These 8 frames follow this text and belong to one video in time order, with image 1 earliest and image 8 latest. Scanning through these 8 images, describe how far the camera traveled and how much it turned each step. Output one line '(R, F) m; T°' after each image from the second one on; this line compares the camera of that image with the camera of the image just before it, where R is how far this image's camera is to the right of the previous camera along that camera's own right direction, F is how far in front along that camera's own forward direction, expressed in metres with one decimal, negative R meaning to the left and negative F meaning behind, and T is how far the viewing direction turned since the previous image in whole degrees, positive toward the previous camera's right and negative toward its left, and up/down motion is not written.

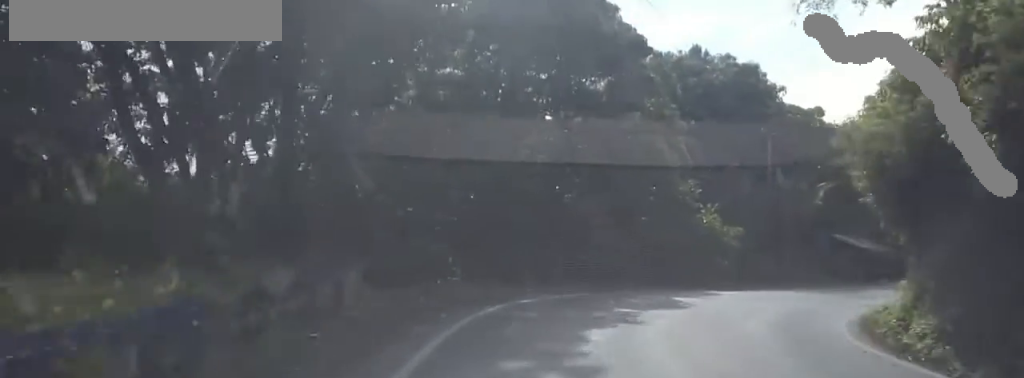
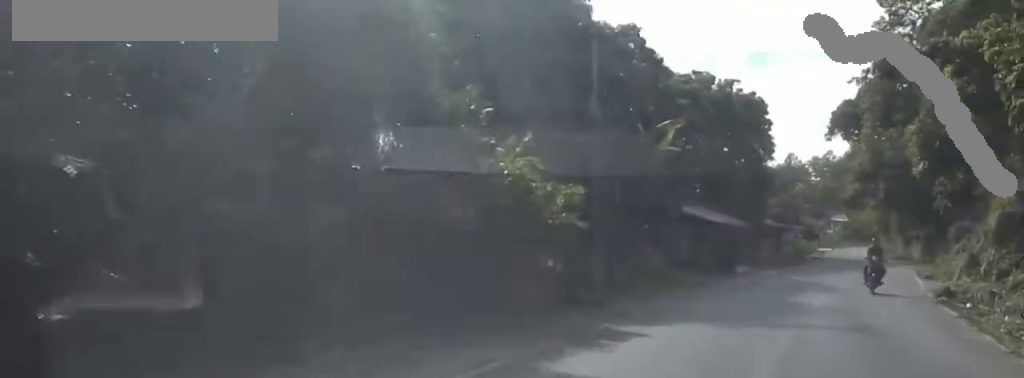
(+2.4, +19.0) m; +15°
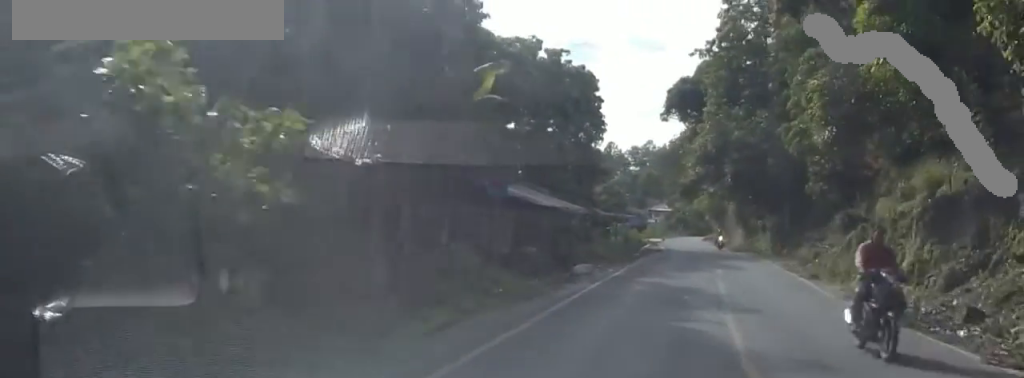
(-0.5, +9.7) m; +4°
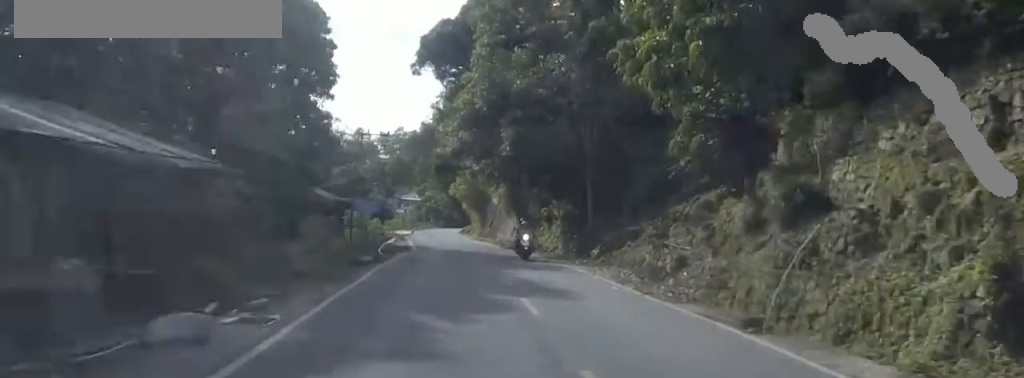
(+2.3, +19.4) m; +14°
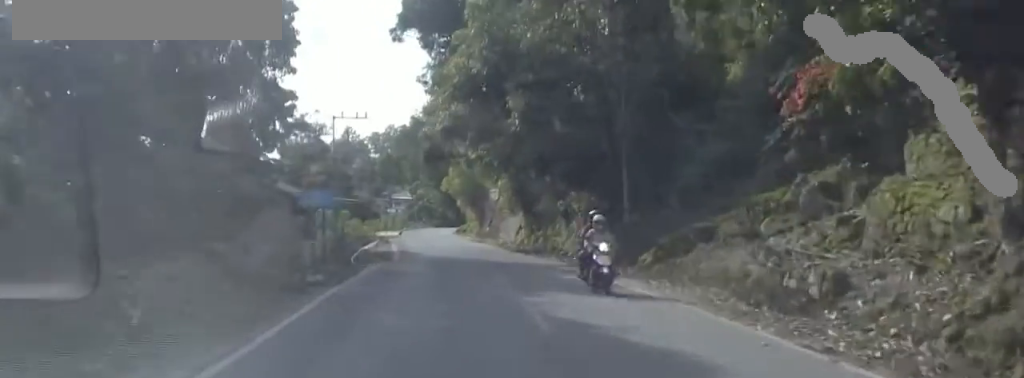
(+0.8, +10.4) m; 0°
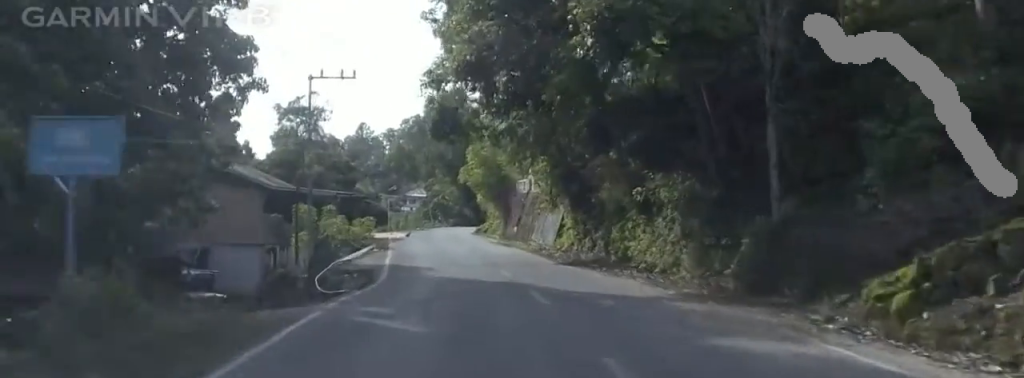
(-0.6, +13.7) m; +2°
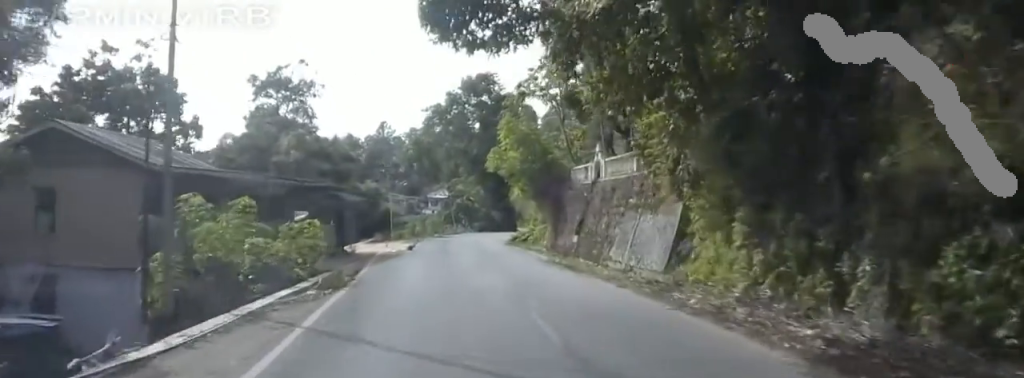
(+1.5, +20.0) m; 0°
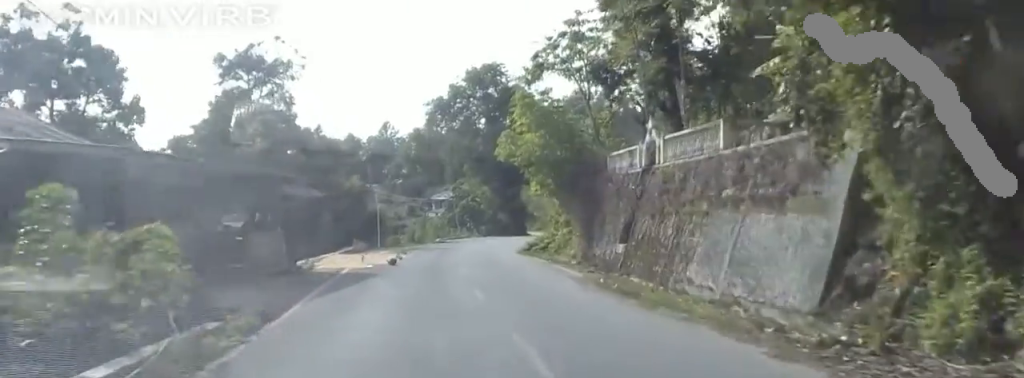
(-1.3, +10.2) m; -2°
